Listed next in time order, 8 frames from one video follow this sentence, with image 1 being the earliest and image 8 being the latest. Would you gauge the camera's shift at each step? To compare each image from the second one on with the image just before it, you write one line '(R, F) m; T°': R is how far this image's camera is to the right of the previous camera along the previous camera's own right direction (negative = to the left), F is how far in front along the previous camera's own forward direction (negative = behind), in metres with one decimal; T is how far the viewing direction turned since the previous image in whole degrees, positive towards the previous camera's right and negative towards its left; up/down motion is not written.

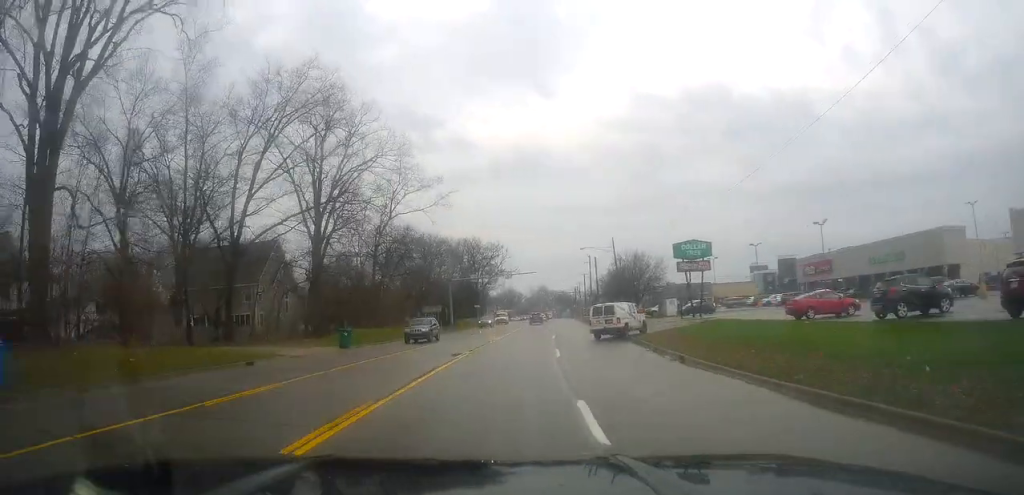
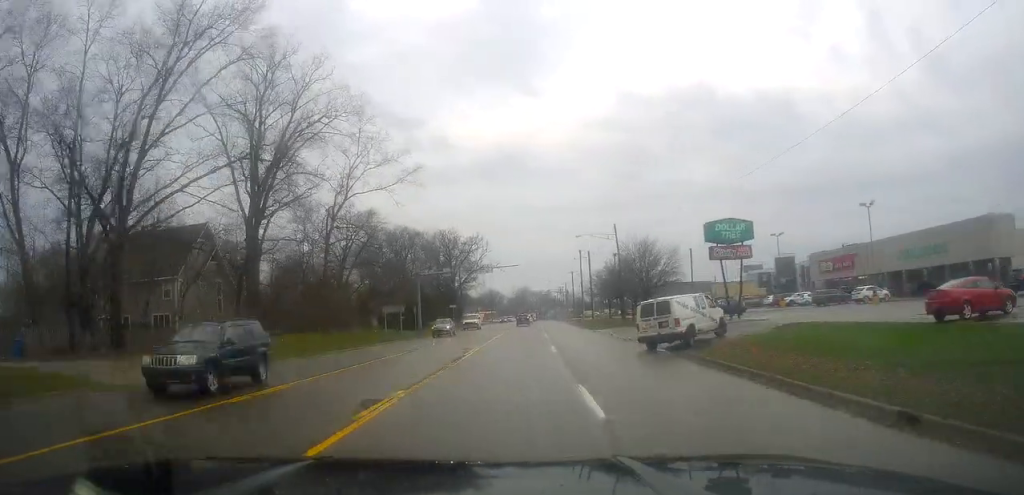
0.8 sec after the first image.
(-0.2, +13.1) m; -1°
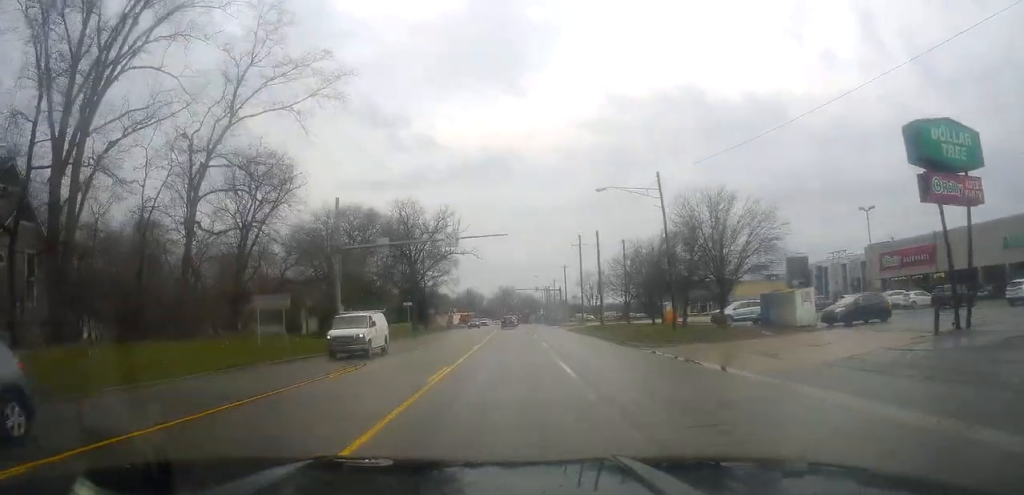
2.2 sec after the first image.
(-0.2, +24.2) m; +3°
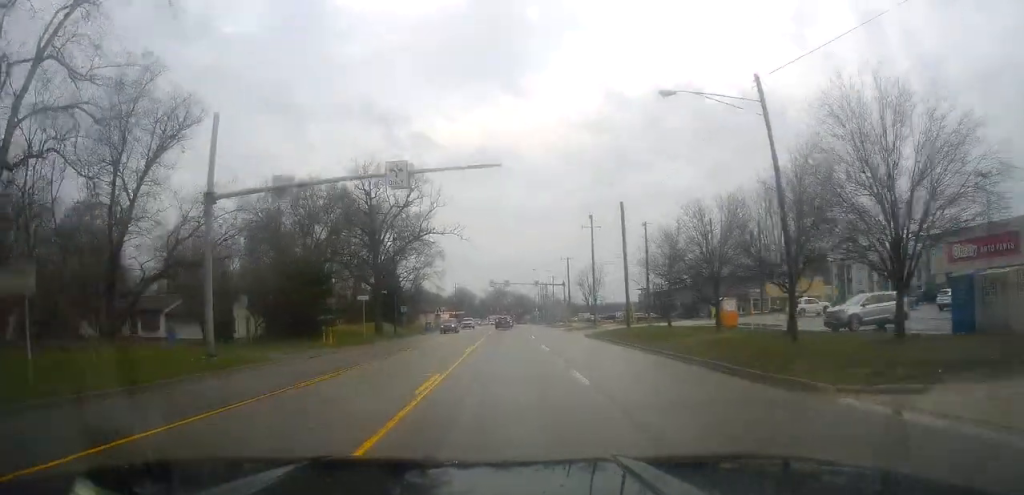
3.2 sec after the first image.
(+1.1, +17.0) m; +2°
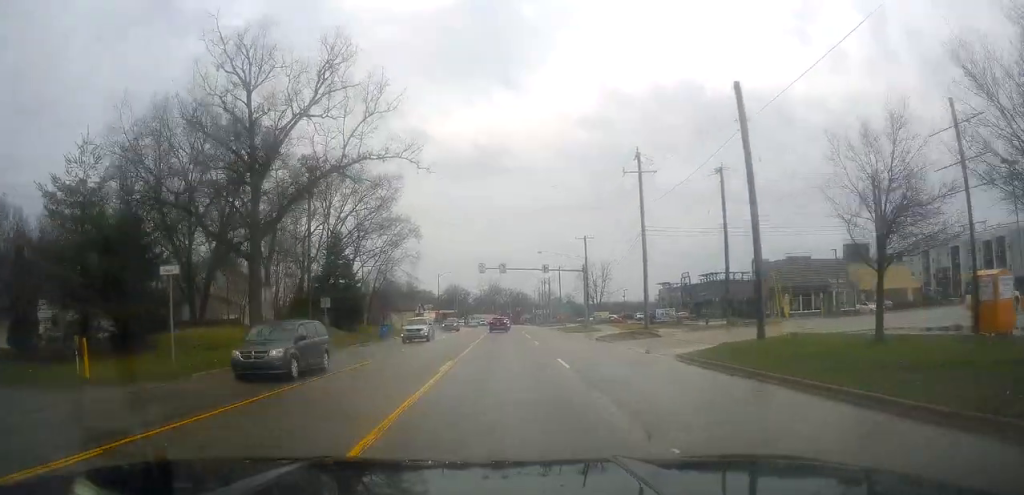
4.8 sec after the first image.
(-0.3, +26.3) m; +1°
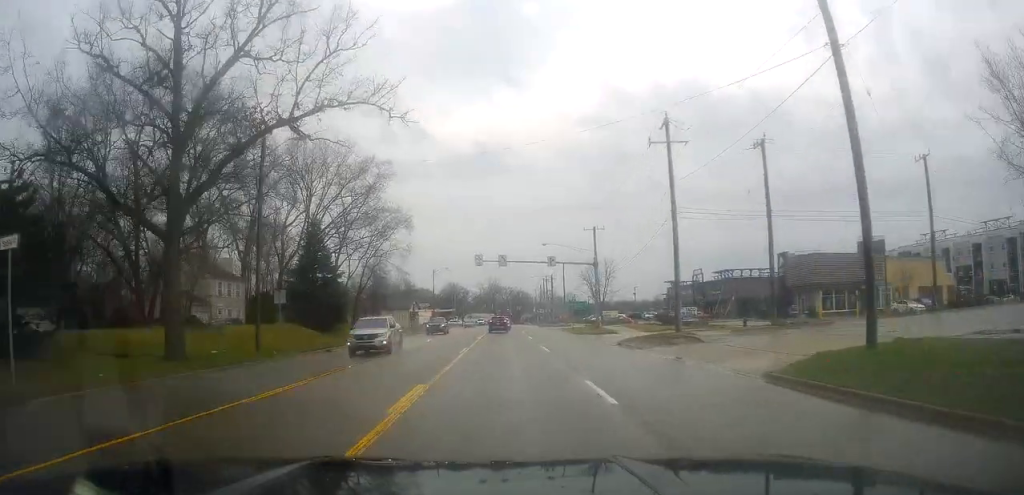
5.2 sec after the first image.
(+0.1, +7.7) m; +1°
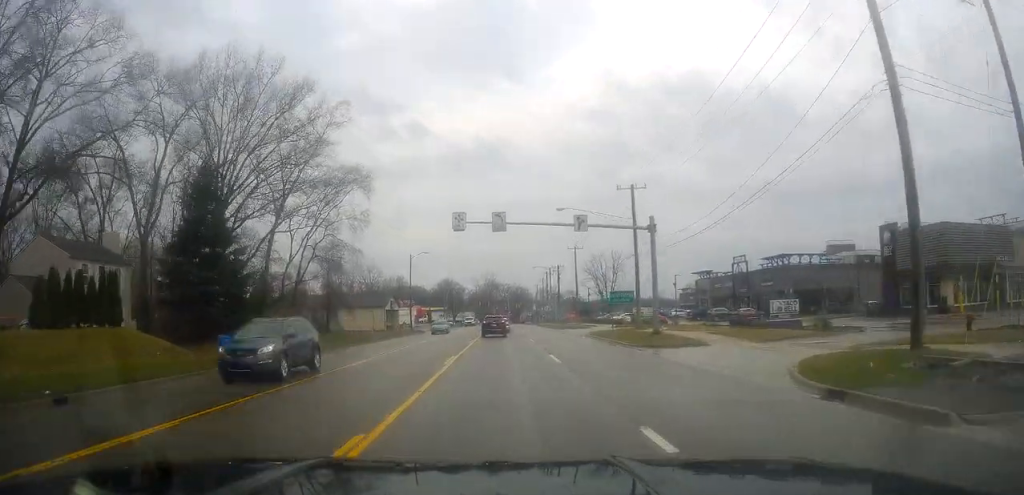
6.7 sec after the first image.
(0.0, +21.6) m; -1°
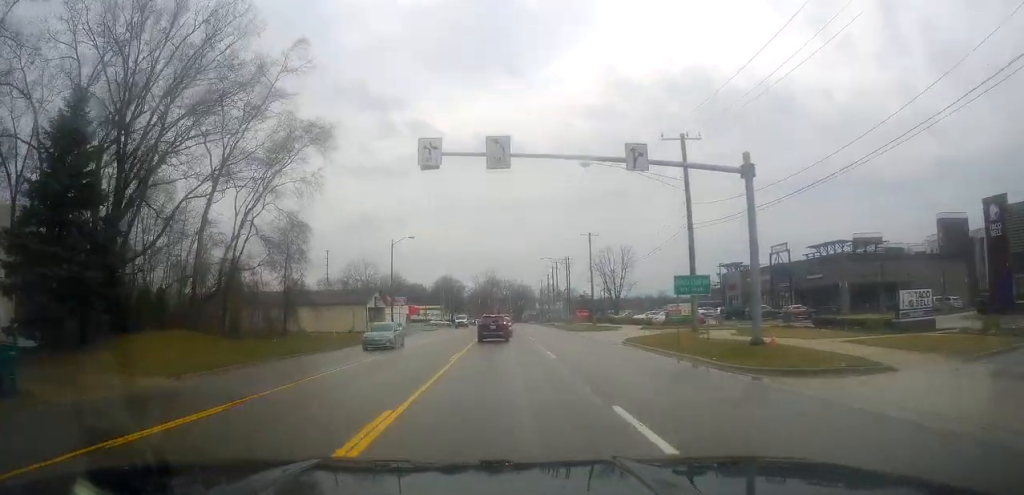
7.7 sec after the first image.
(-0.3, +13.5) m; -2°
